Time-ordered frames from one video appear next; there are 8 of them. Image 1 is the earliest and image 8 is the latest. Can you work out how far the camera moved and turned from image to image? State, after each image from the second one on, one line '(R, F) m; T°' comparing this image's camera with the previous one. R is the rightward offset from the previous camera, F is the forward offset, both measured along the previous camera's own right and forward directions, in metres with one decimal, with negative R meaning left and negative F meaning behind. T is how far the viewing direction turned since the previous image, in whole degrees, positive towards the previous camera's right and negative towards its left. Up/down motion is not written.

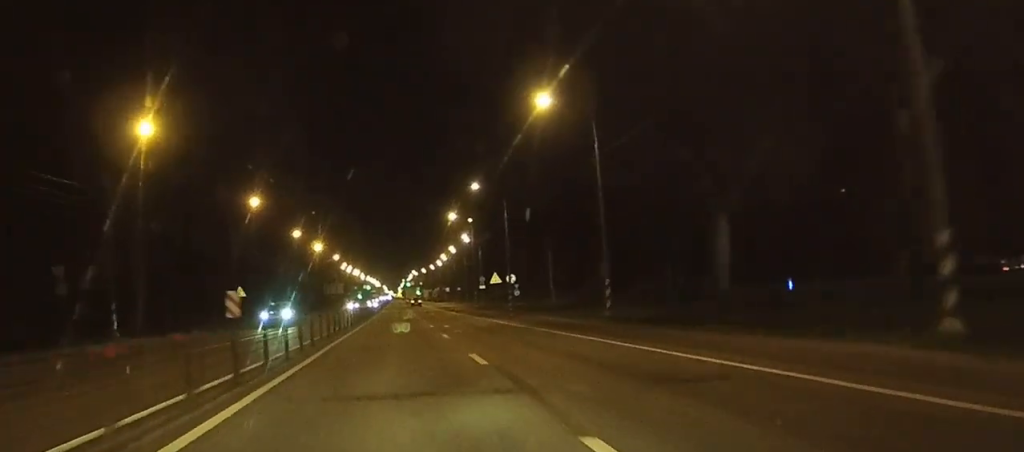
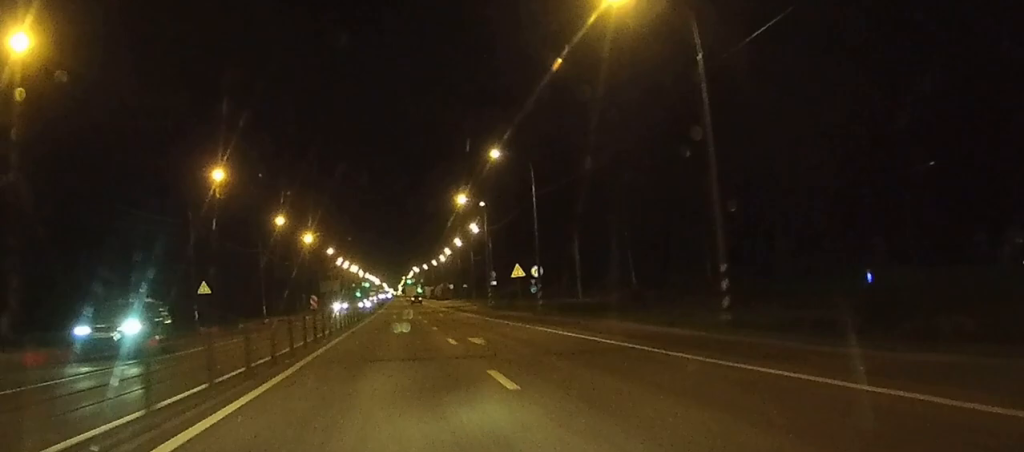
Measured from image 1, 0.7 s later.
(+0.1, +14.8) m; 0°
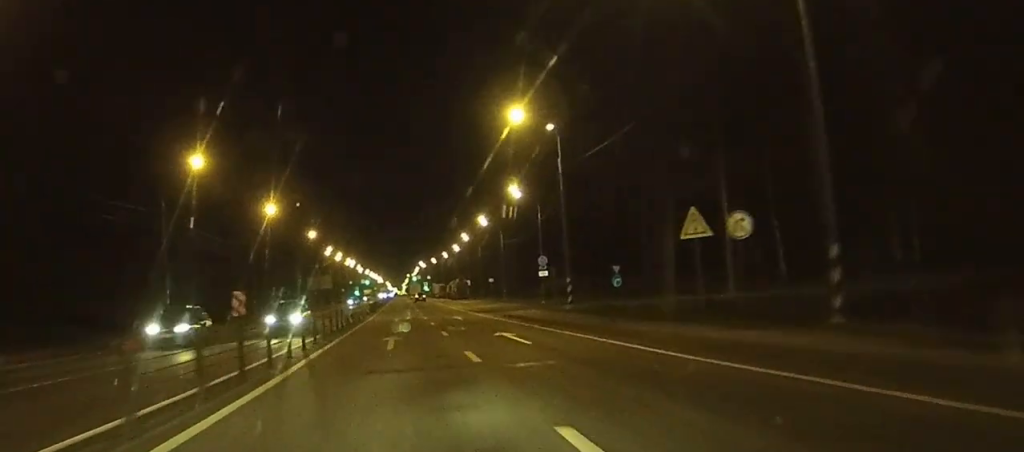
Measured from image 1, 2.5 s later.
(-0.1, +41.7) m; 0°
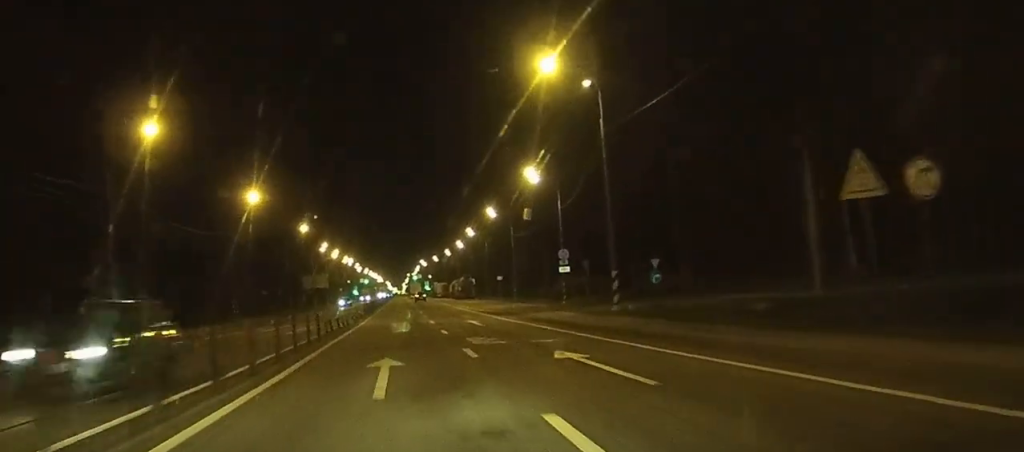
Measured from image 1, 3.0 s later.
(0.0, +12.3) m; 0°
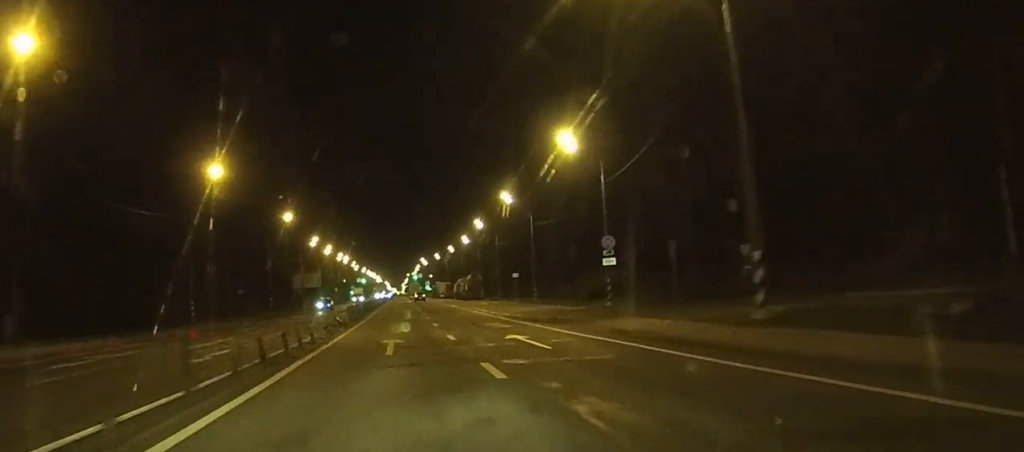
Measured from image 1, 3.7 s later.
(-0.1, +18.6) m; 0°
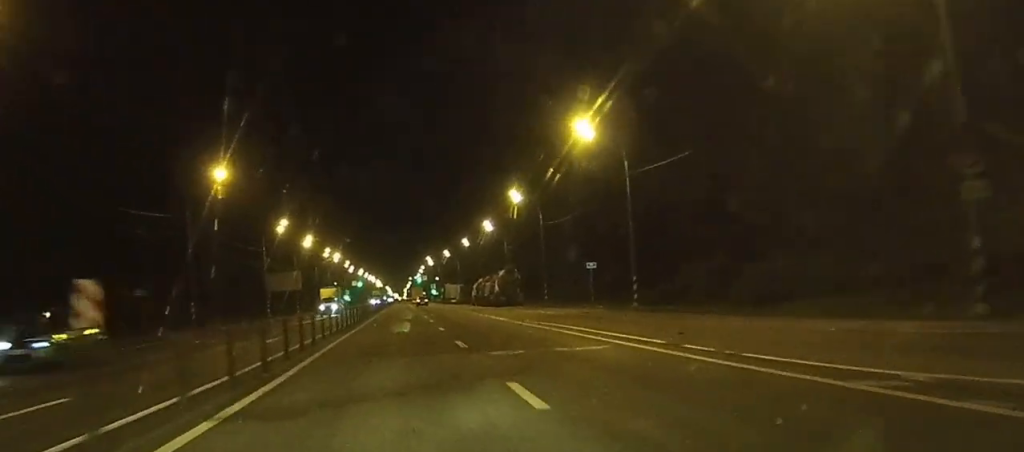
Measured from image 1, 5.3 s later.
(+0.1, +42.2) m; 0°
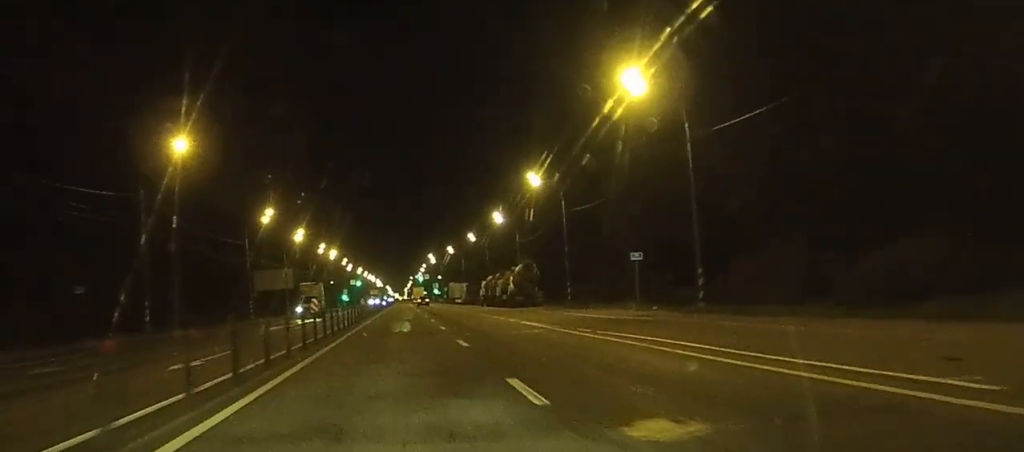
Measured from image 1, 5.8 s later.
(0.0, +12.3) m; 0°
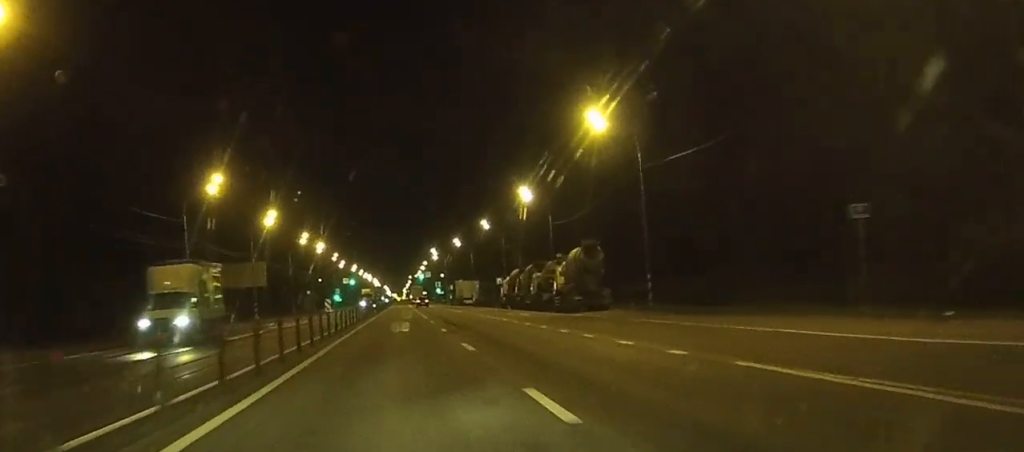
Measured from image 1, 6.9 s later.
(0.0, +25.5) m; 0°
